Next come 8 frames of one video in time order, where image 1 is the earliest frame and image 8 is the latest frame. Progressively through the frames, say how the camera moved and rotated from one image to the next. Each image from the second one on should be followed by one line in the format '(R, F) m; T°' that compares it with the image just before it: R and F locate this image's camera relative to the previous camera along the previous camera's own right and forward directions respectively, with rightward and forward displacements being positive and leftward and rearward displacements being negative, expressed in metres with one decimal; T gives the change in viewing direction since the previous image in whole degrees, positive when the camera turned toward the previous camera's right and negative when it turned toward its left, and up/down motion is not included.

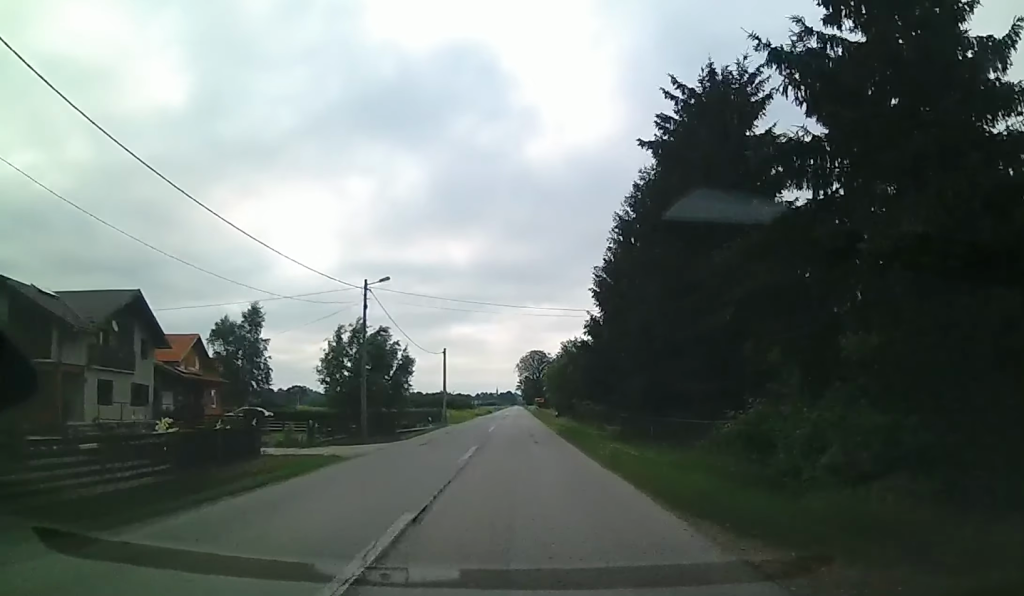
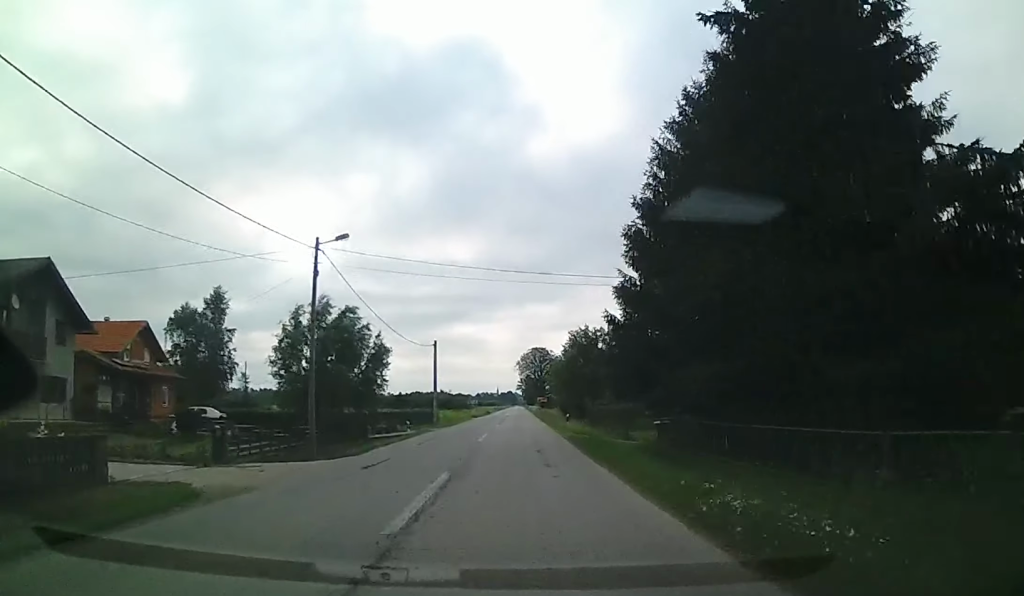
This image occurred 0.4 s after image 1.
(-0.1, +8.7) m; -1°
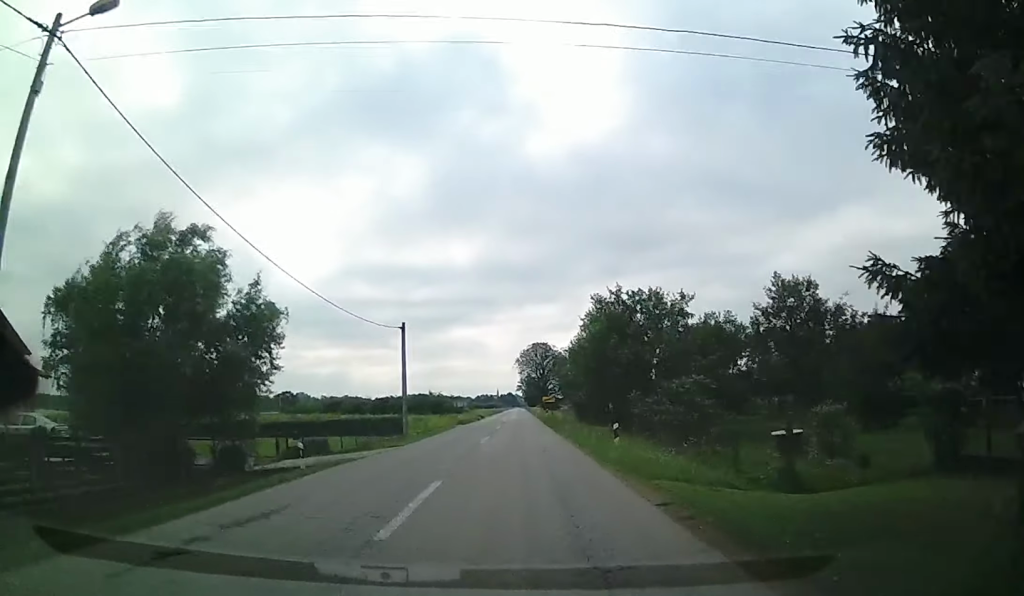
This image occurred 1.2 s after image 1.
(-0.1, +17.0) m; +1°
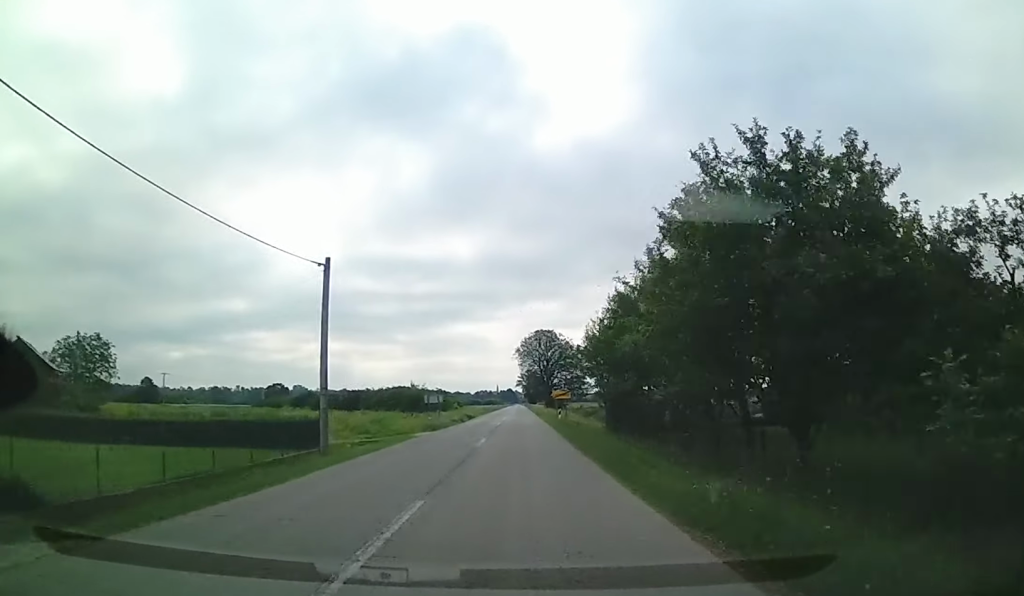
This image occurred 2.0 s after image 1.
(+0.3, +19.4) m; +1°
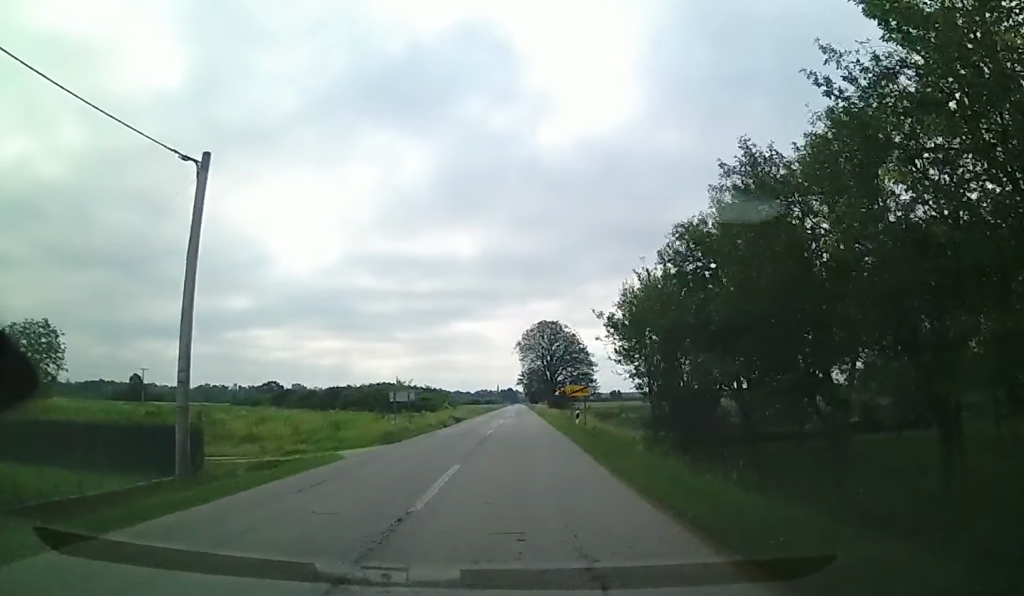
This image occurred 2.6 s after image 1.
(+0.1, +12.0) m; +1°
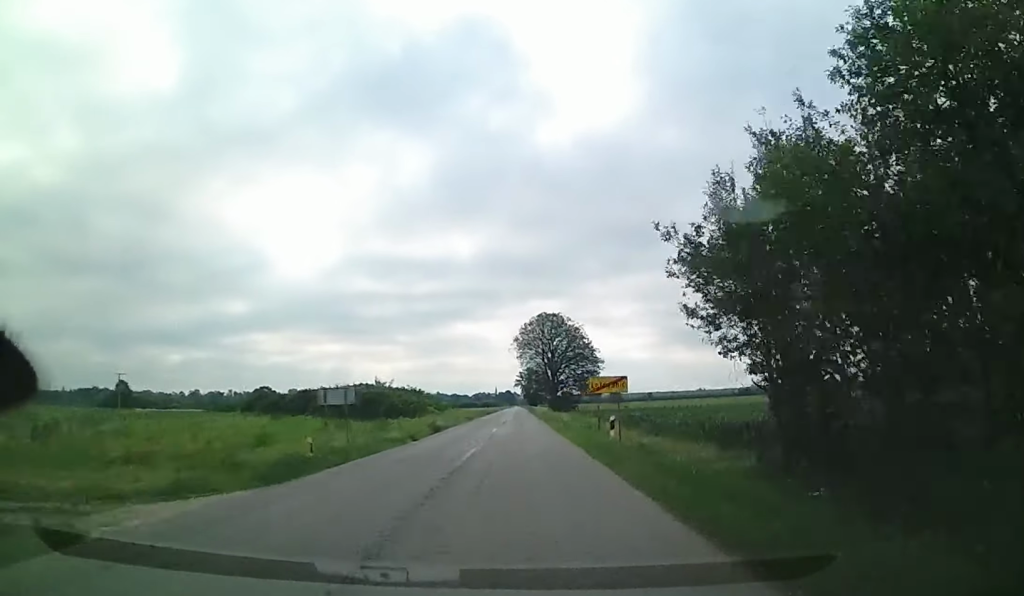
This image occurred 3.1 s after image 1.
(0.0, +11.3) m; -1°
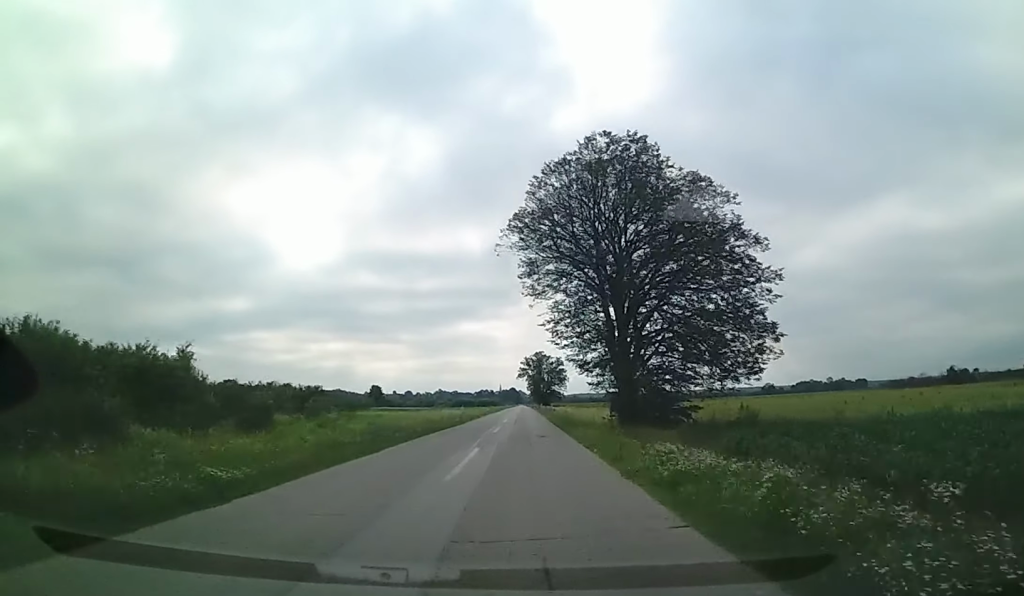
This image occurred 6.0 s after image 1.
(-0.8, +67.2) m; -1°
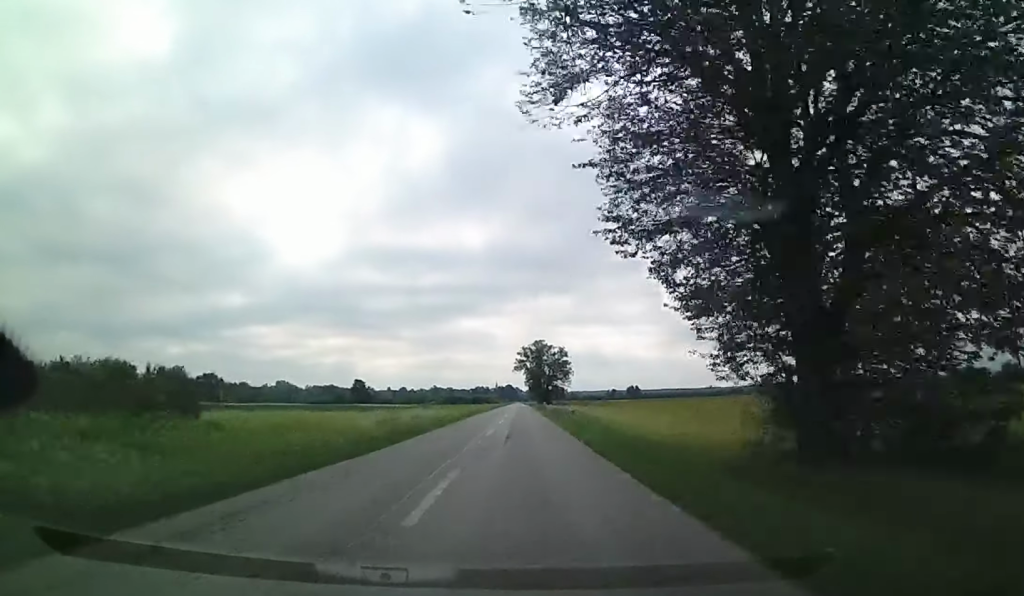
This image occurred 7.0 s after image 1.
(0.0, +23.5) m; 0°
